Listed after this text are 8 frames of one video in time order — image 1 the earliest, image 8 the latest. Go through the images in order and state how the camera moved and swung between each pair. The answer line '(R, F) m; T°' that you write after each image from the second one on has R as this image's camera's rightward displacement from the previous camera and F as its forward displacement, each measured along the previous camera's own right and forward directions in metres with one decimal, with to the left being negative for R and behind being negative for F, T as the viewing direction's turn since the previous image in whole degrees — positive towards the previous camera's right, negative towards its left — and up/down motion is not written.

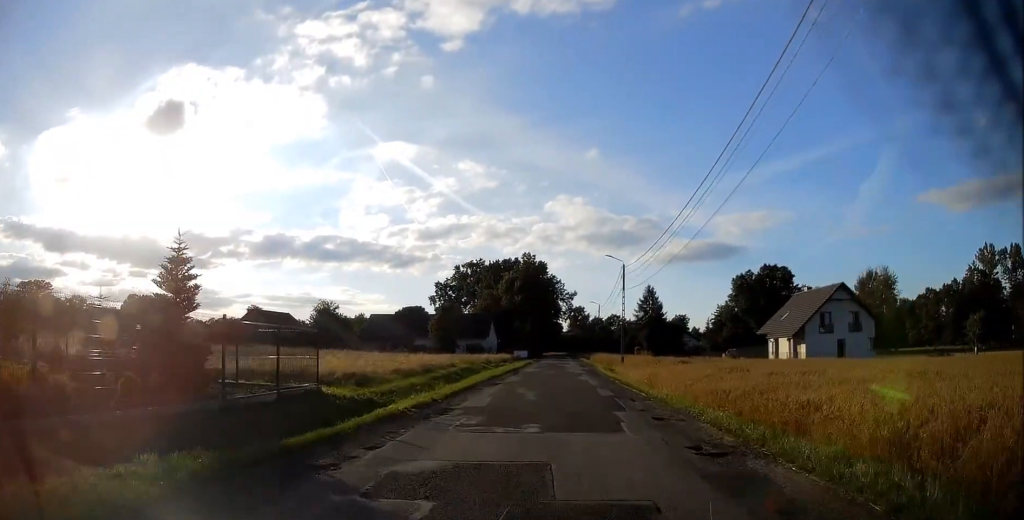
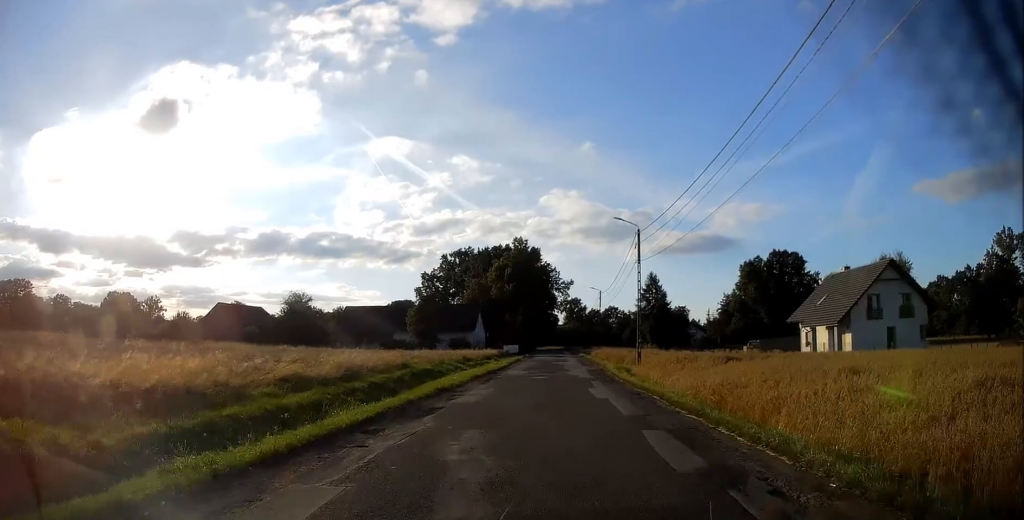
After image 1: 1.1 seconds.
(+0.1, +11.9) m; +1°
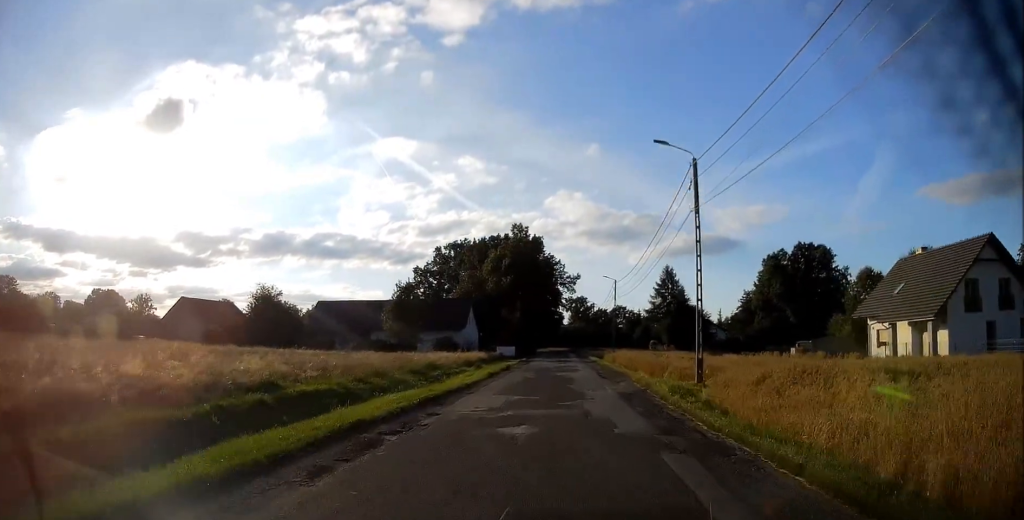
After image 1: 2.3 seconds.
(+0.1, +14.5) m; -1°
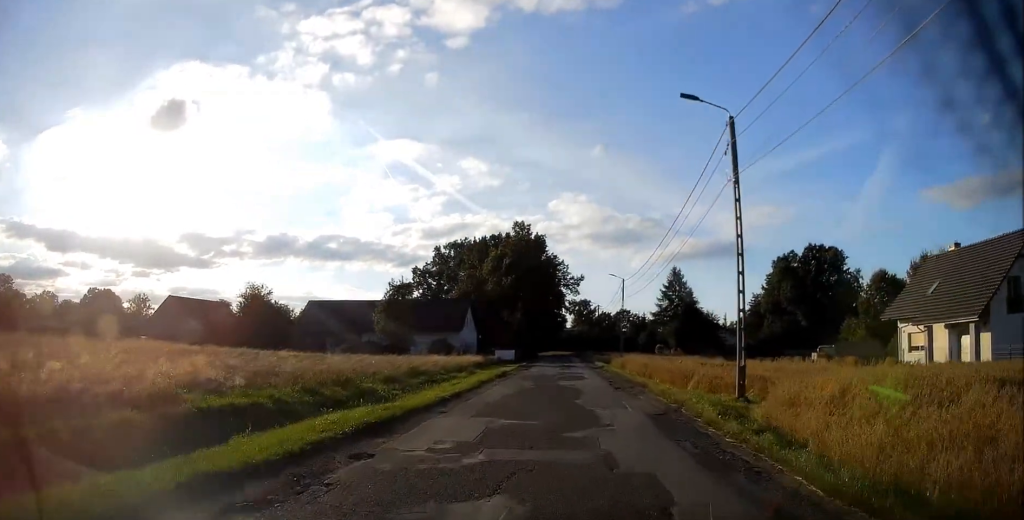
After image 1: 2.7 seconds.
(-0.1, +4.6) m; 0°
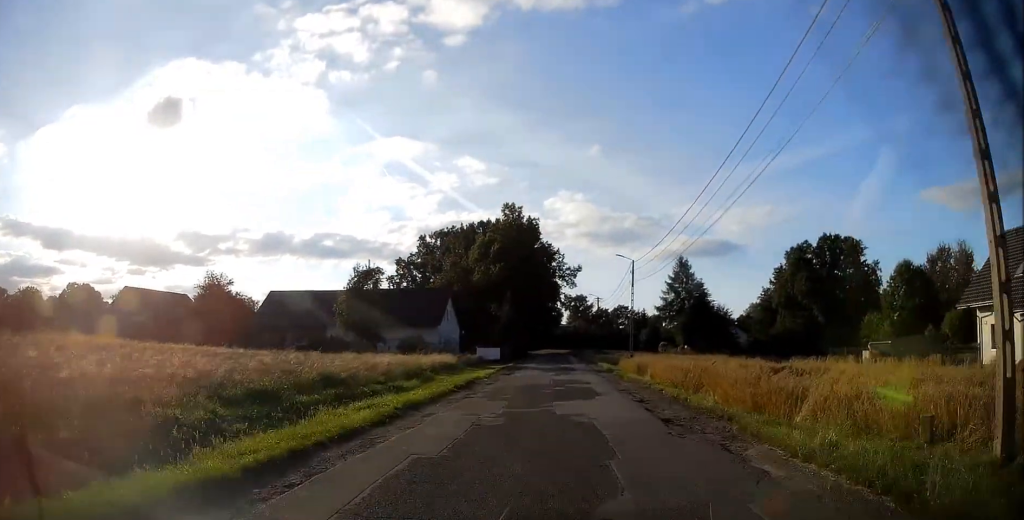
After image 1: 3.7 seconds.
(-0.2, +10.9) m; 0°
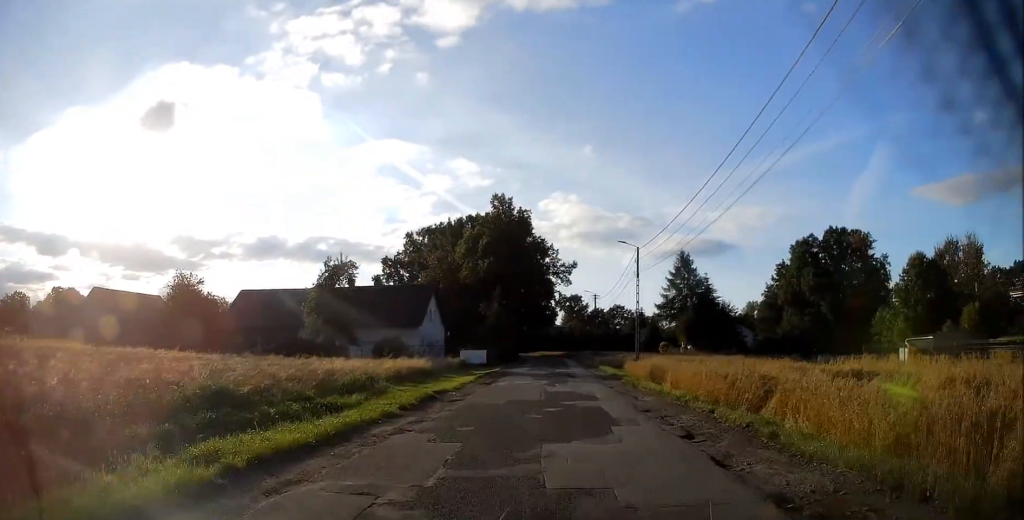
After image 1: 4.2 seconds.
(+0.2, +6.3) m; +1°
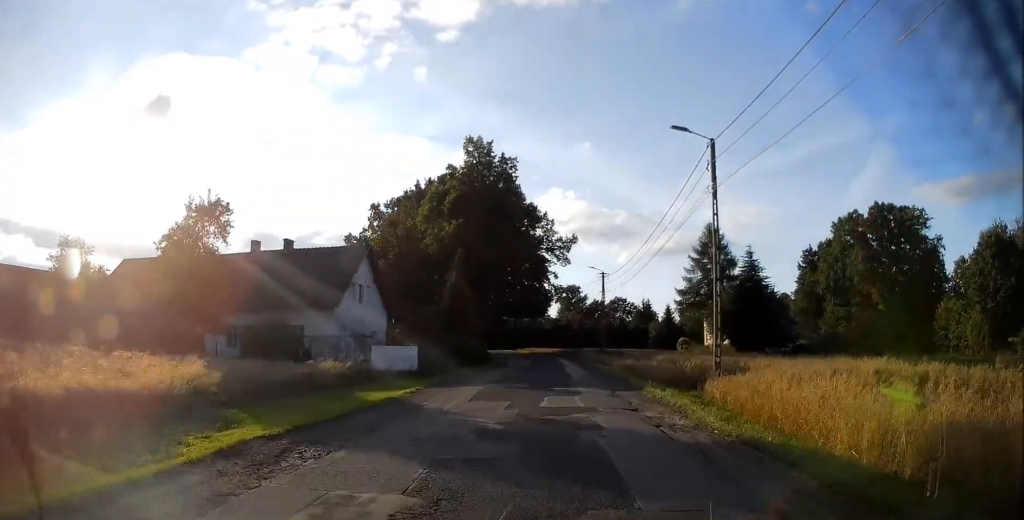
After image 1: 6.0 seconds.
(+0.2, +21.1) m; +1°
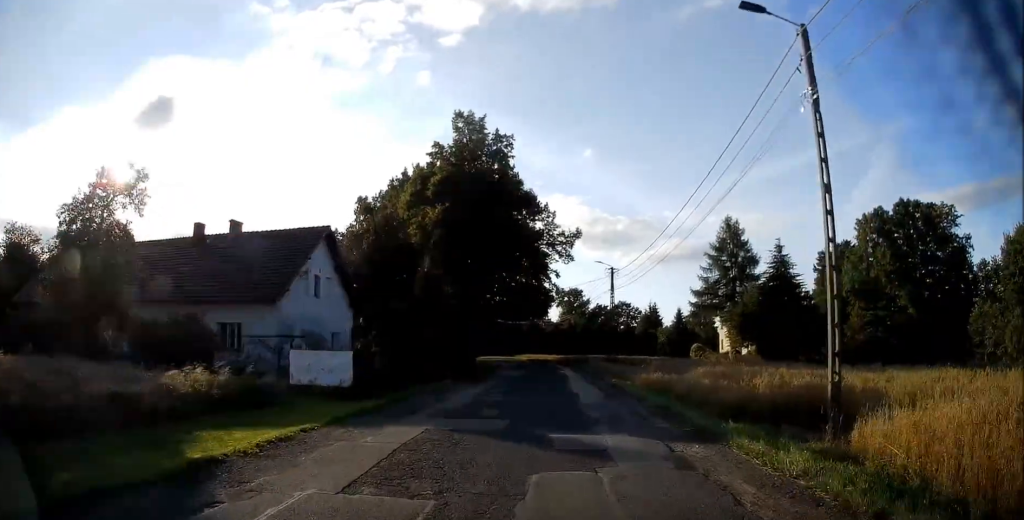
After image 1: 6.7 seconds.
(0.0, +8.1) m; 0°
